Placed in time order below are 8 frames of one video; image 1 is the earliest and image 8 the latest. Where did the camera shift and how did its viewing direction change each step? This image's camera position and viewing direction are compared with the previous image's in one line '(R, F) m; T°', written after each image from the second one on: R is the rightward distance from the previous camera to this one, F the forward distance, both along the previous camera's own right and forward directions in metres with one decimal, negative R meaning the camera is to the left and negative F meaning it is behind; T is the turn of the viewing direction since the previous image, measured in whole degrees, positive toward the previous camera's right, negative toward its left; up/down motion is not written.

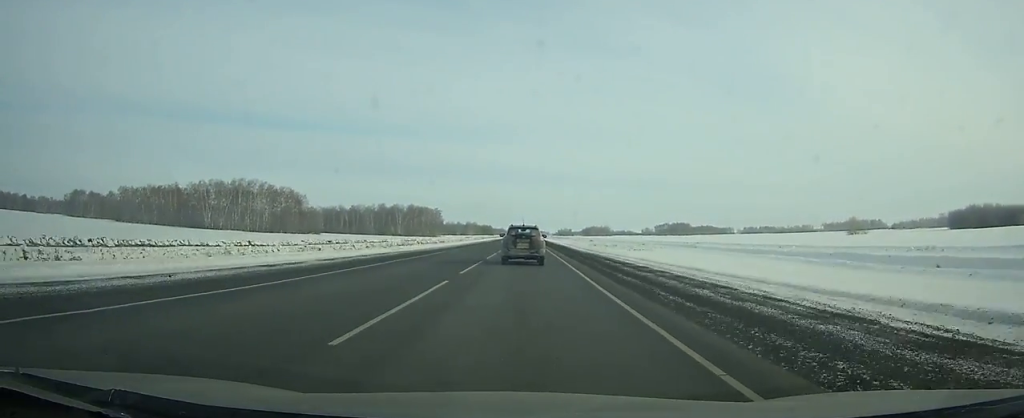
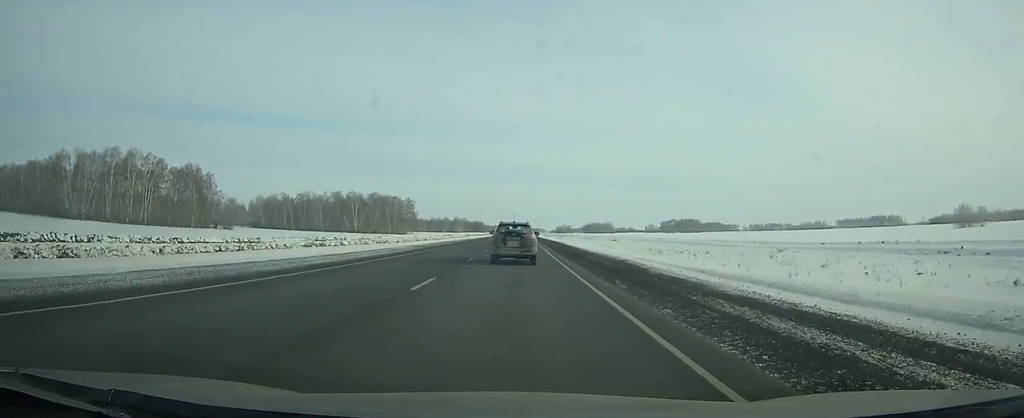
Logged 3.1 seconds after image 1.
(+0.2, +82.1) m; 0°
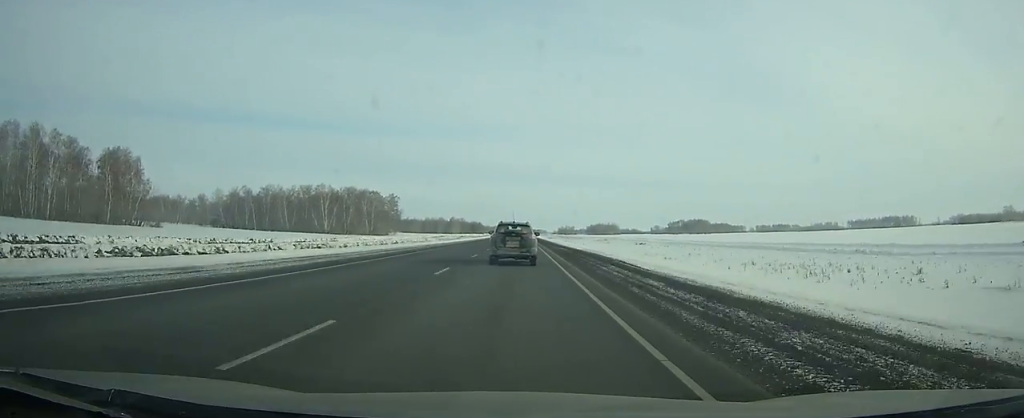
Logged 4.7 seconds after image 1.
(-0.1, +42.1) m; 0°
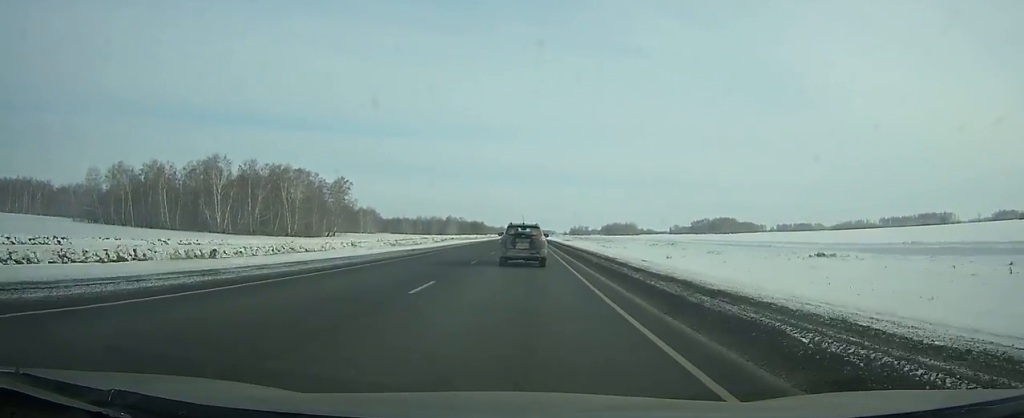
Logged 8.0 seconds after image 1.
(-0.2, +89.2) m; 0°
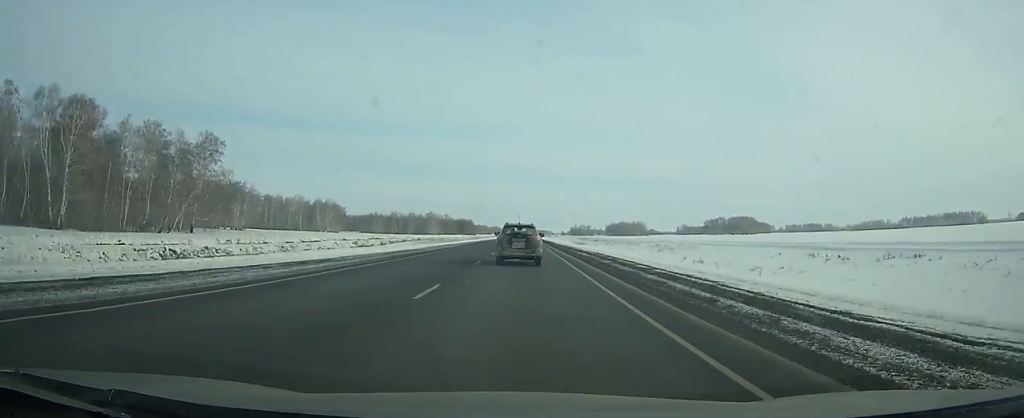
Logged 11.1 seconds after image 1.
(+0.1, +85.9) m; 0°
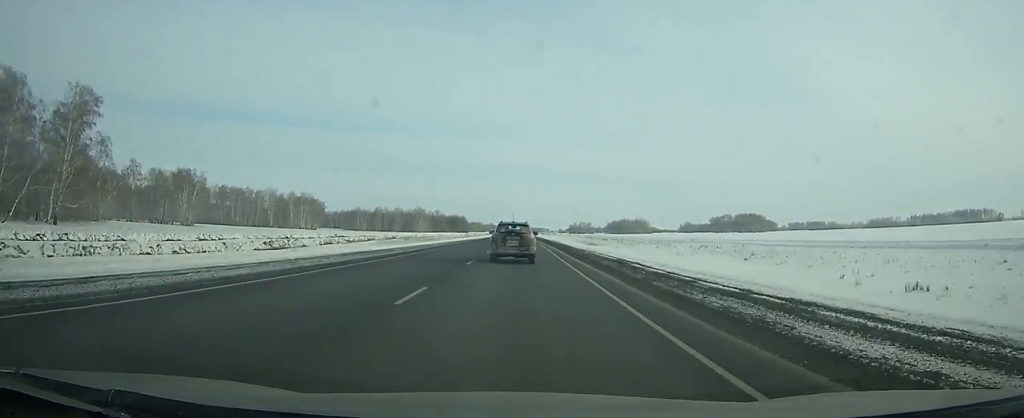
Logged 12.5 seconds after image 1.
(0.0, +38.6) m; 0°
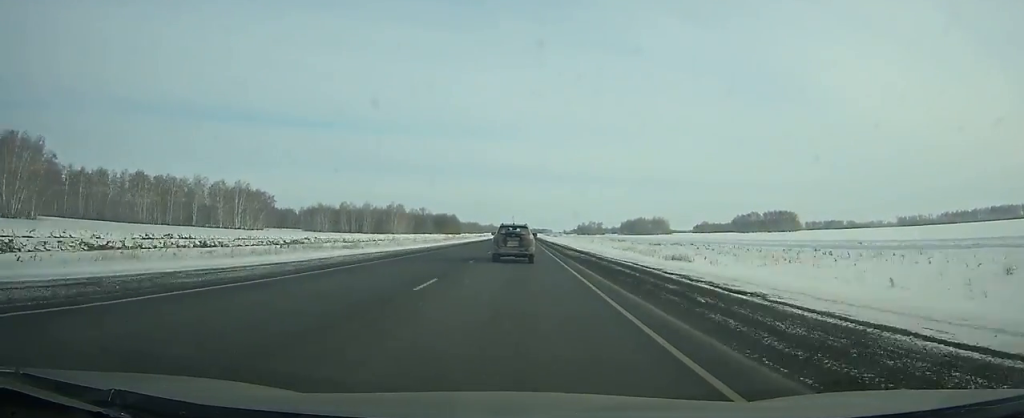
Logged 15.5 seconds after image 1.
(0.0, +81.2) m; 0°
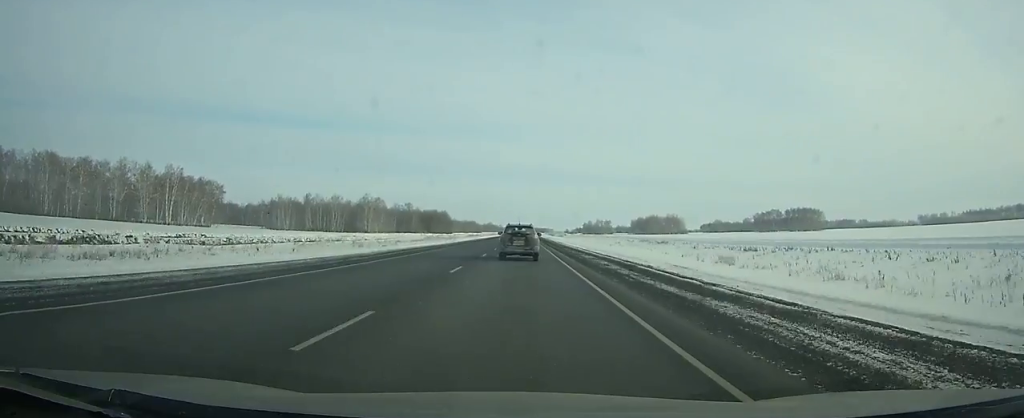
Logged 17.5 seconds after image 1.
(-0.1, +53.1) m; 0°
